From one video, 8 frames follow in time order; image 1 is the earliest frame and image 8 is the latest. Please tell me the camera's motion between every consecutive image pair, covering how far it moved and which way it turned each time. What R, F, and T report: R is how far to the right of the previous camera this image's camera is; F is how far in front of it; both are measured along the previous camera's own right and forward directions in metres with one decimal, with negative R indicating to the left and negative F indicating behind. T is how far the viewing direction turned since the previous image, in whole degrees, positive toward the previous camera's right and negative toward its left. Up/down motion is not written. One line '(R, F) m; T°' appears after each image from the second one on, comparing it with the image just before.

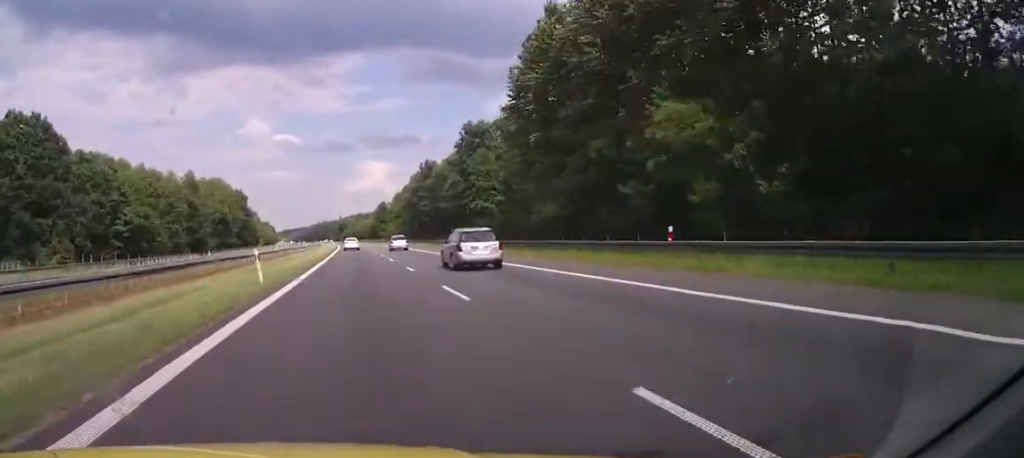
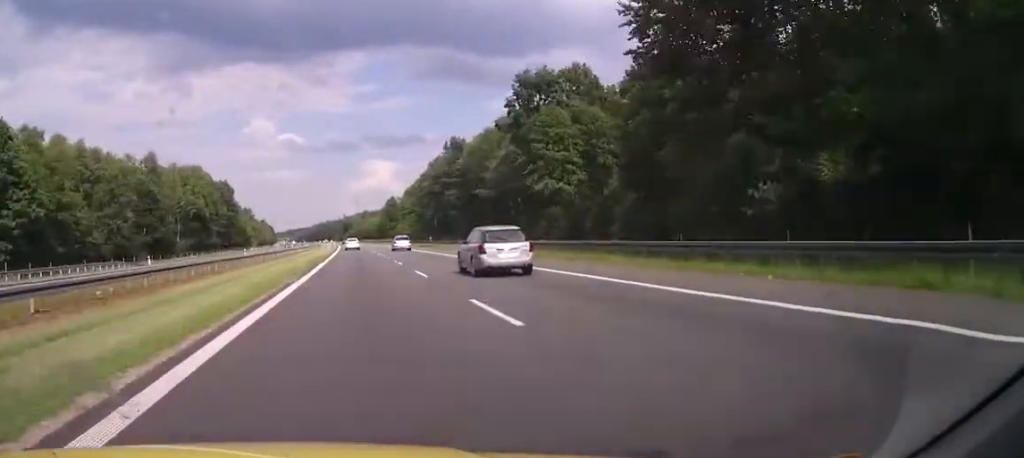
(-0.2, +38.8) m; +4°
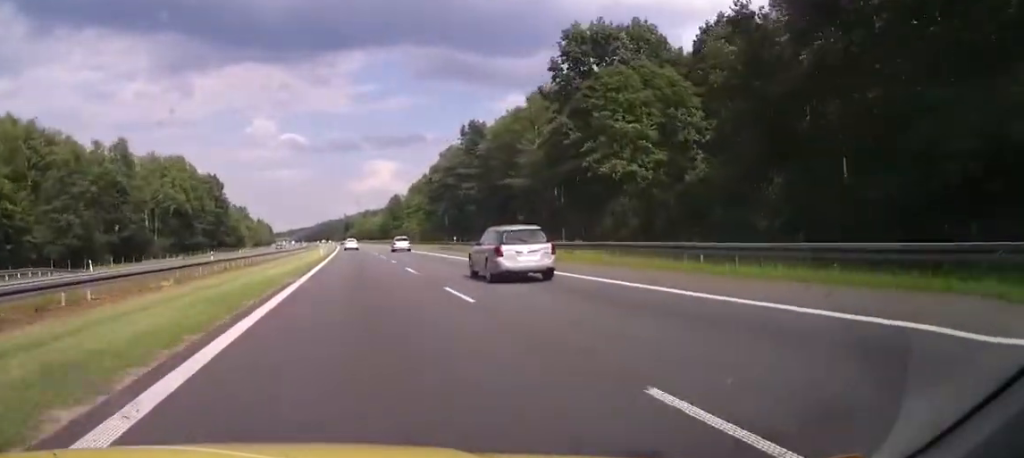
(+1.8, +19.6) m; +1°
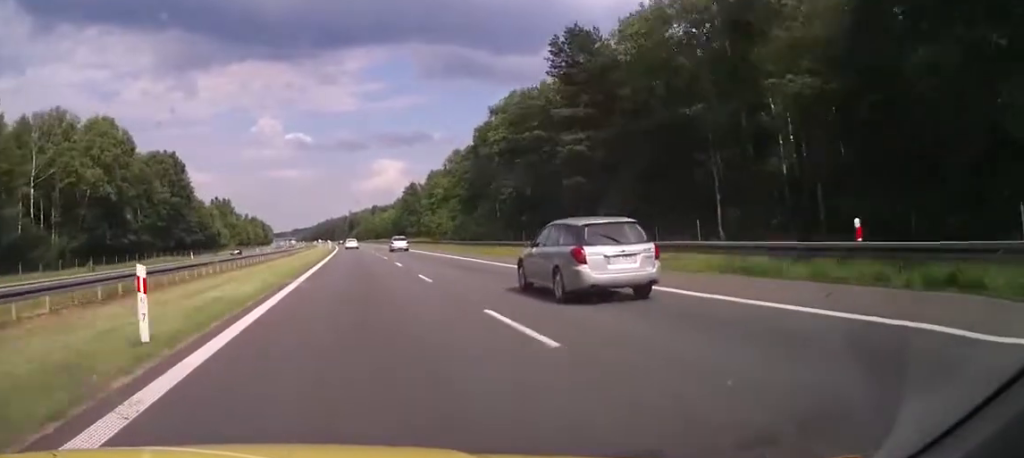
(-1.8, +51.8) m; -4°
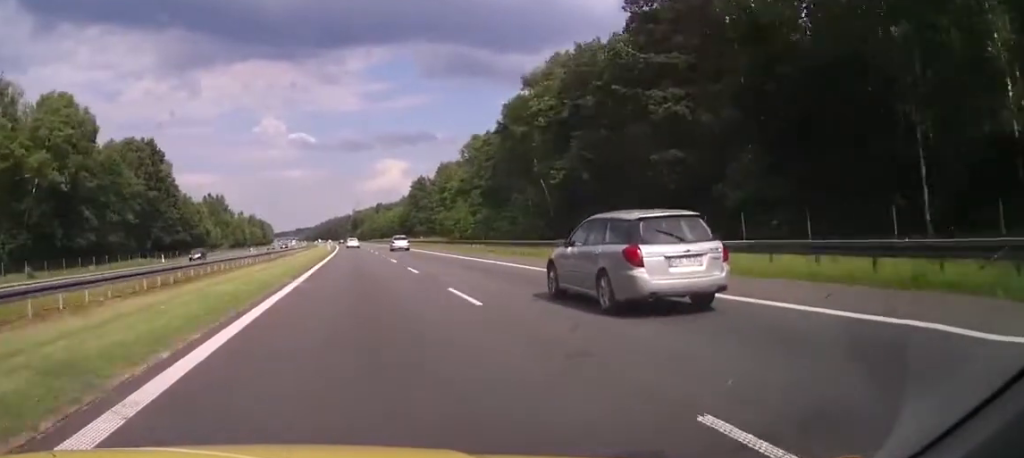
(-0.2, +18.7) m; 0°
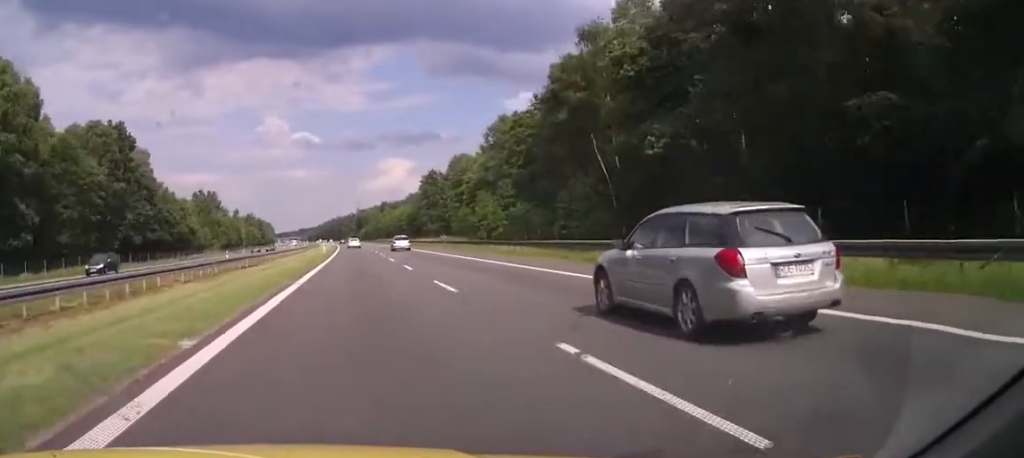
(-0.1, +20.1) m; 0°
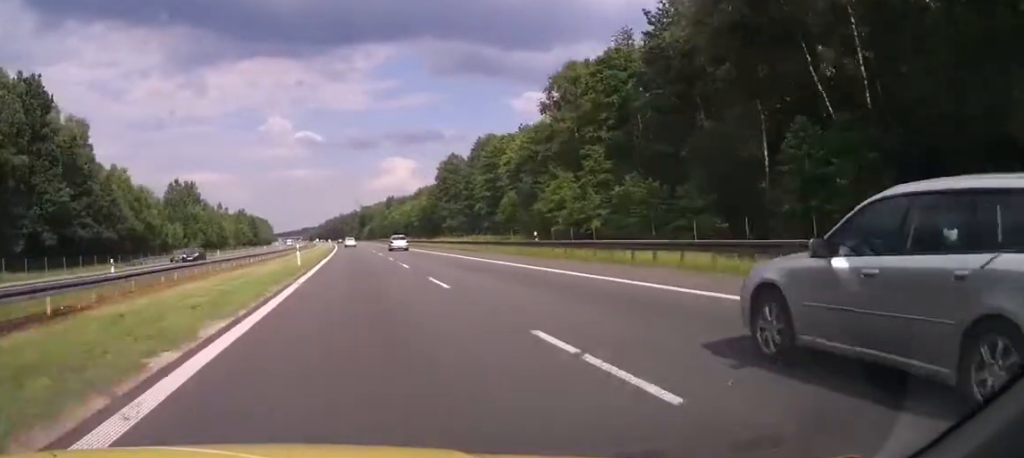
(0.0, +34.3) m; 0°
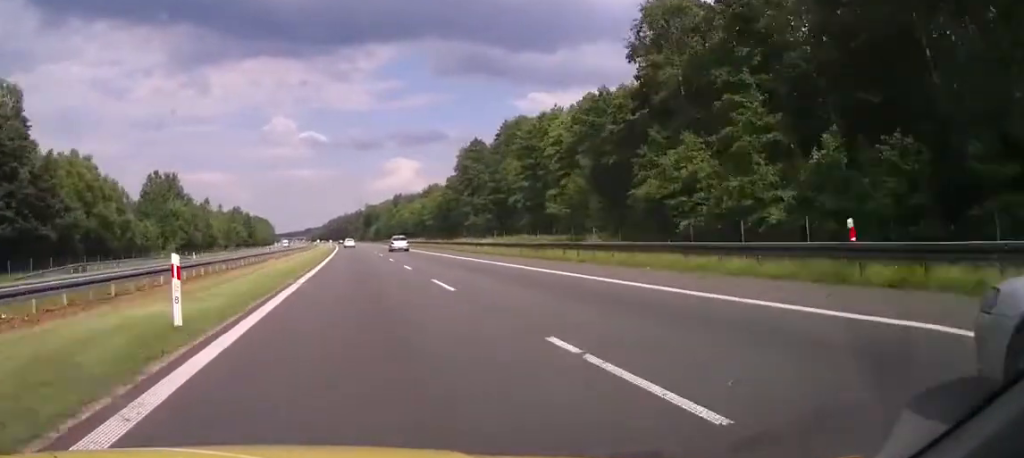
(+0.1, +24.3) m; 0°
